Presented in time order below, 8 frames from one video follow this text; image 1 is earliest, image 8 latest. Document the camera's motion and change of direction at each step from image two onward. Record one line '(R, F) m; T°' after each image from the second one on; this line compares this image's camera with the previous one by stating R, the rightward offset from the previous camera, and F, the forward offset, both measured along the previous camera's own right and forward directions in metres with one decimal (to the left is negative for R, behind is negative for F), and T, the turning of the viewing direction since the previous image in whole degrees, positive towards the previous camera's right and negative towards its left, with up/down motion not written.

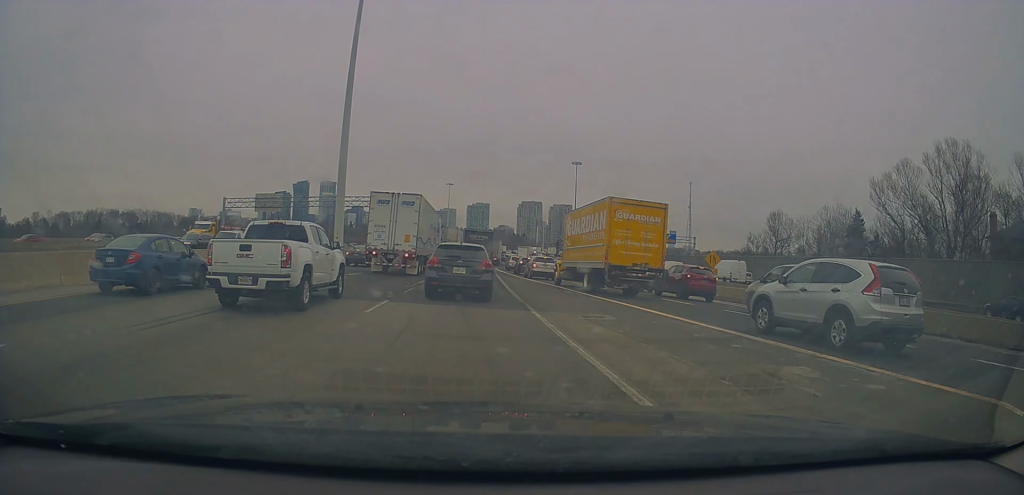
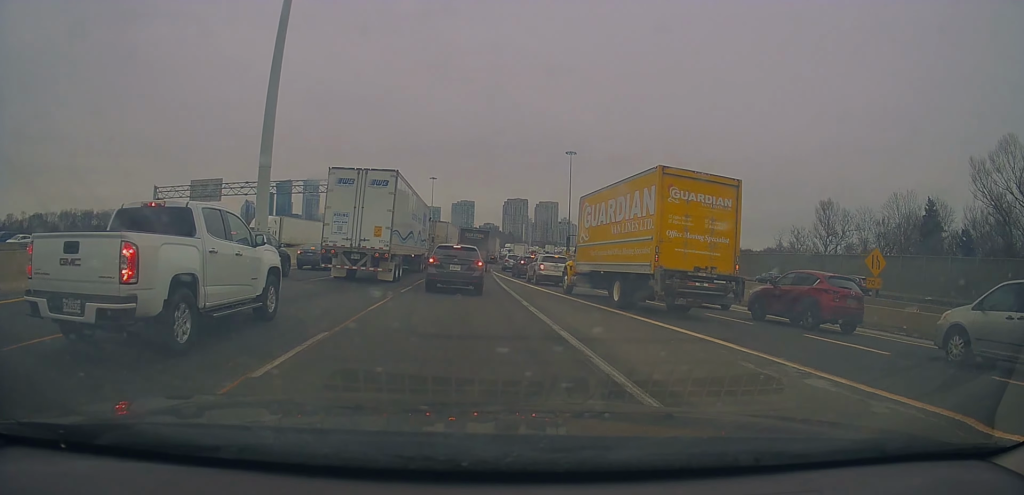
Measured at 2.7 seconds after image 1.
(+0.8, +15.7) m; +1°
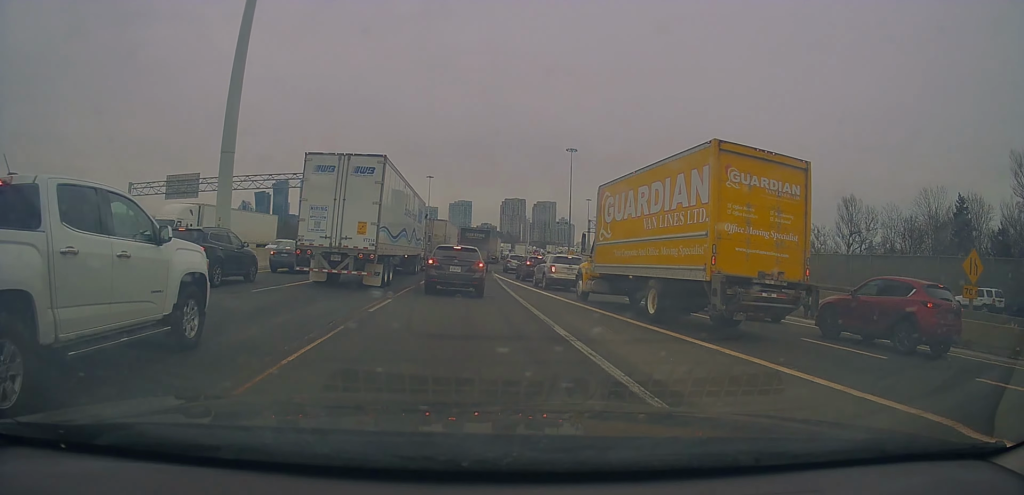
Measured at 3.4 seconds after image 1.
(-0.4, +4.9) m; 0°
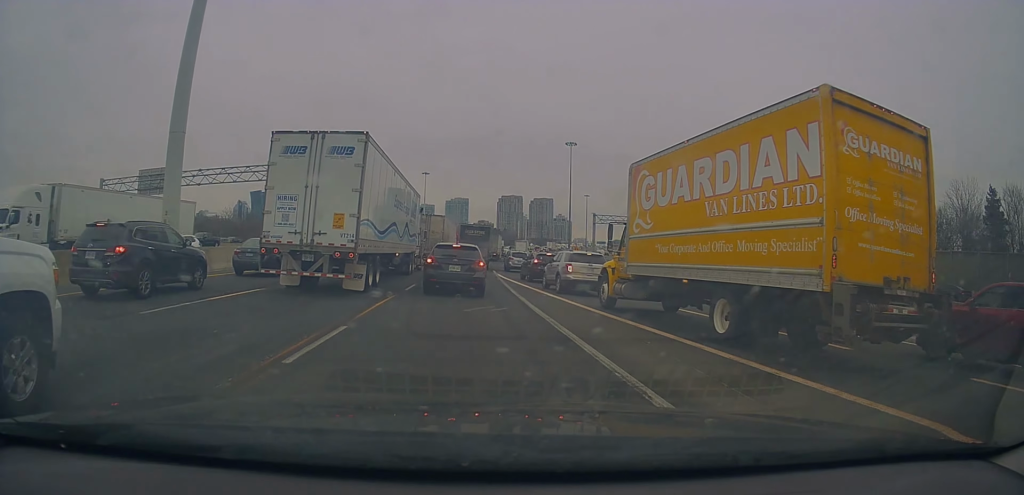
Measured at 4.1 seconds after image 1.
(+0.4, +4.9) m; +2°
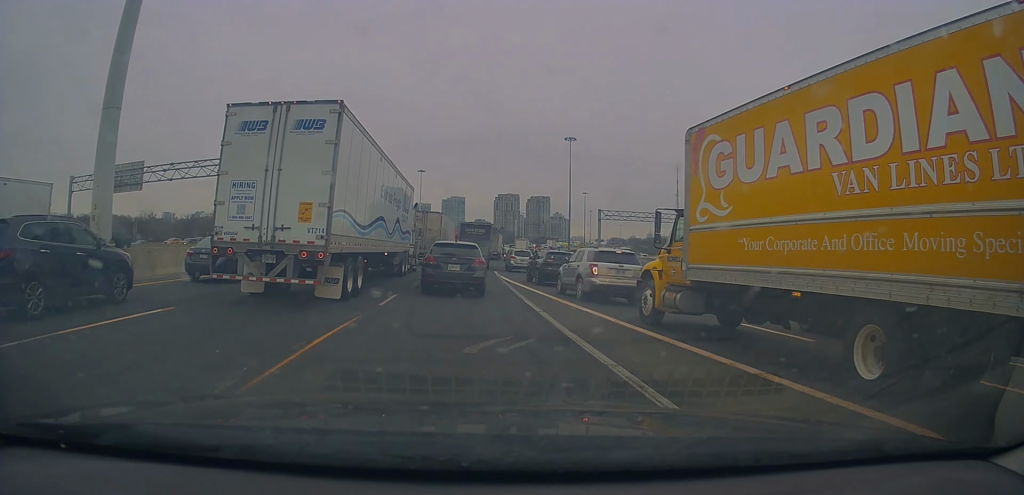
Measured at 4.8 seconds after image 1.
(0.0, +5.2) m; 0°
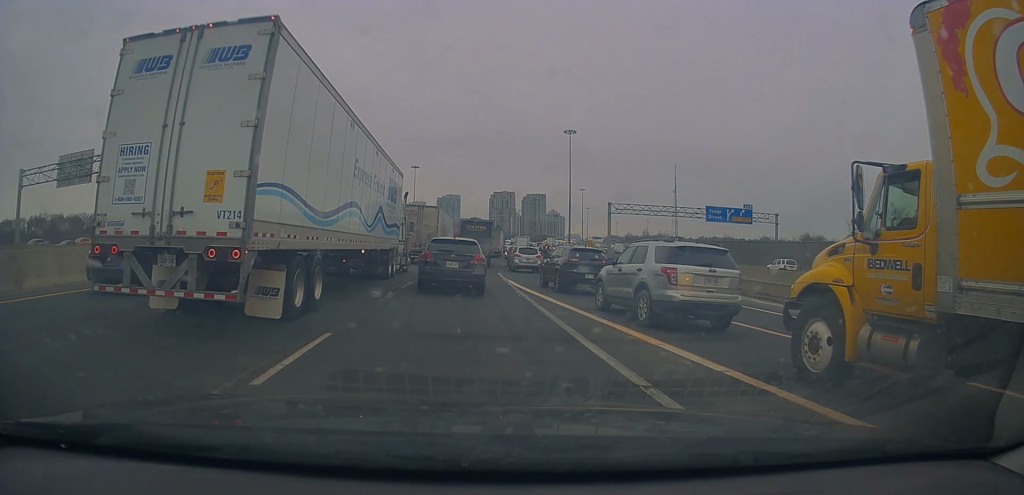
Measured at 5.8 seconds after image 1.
(-0.2, +7.8) m; 0°
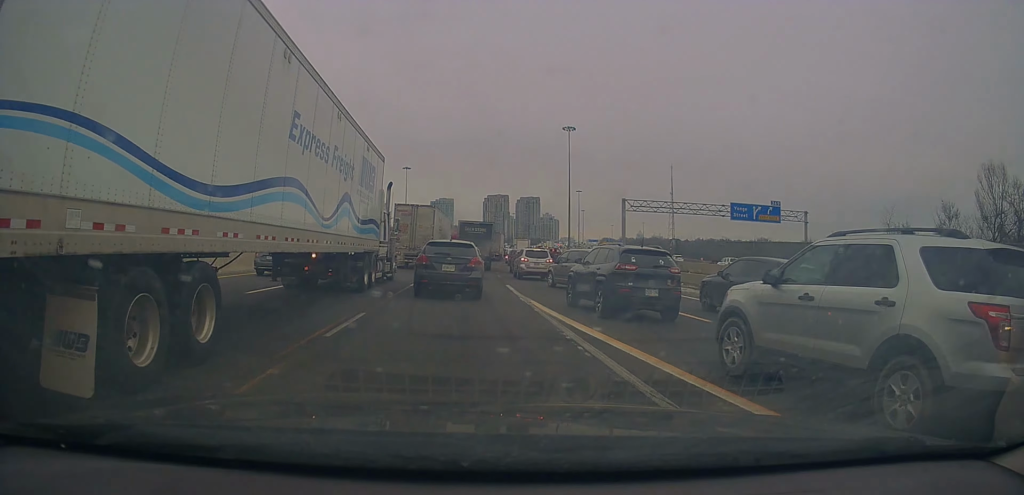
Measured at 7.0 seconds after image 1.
(+0.2, +9.4) m; +3°
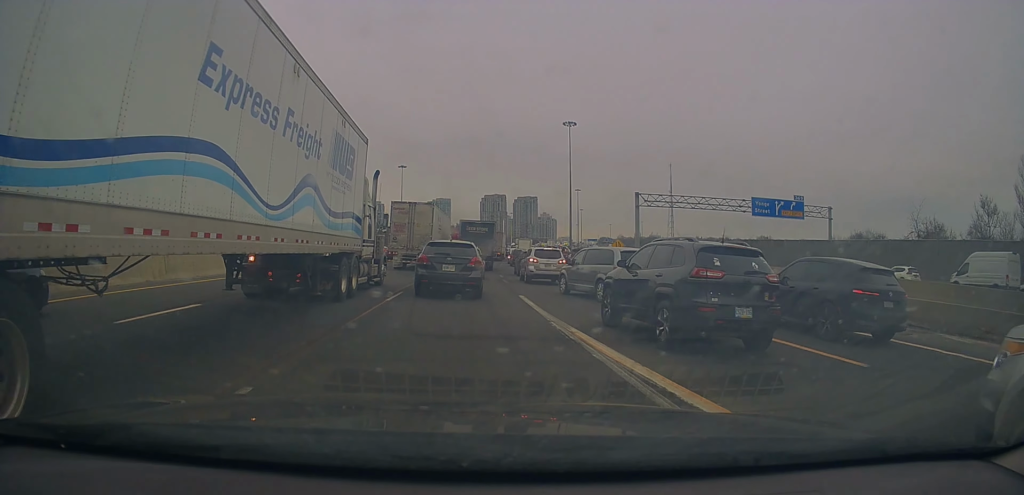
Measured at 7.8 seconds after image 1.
(+0.1, +6.1) m; 0°
